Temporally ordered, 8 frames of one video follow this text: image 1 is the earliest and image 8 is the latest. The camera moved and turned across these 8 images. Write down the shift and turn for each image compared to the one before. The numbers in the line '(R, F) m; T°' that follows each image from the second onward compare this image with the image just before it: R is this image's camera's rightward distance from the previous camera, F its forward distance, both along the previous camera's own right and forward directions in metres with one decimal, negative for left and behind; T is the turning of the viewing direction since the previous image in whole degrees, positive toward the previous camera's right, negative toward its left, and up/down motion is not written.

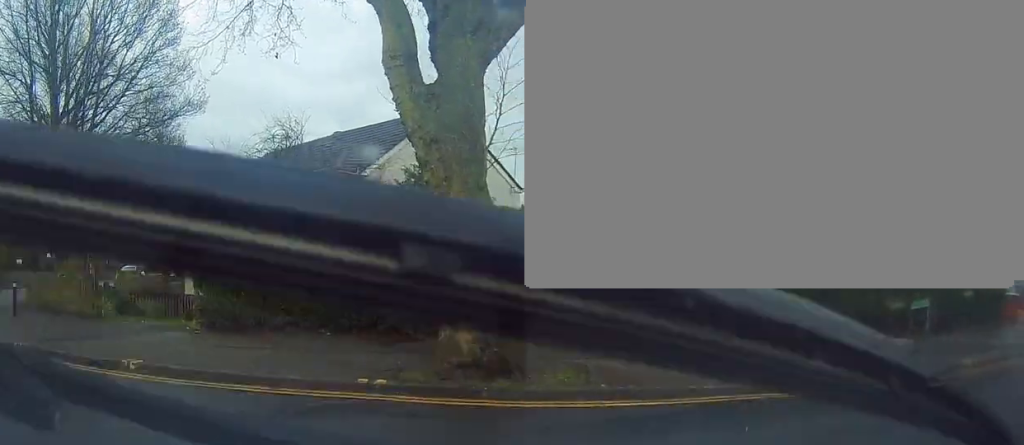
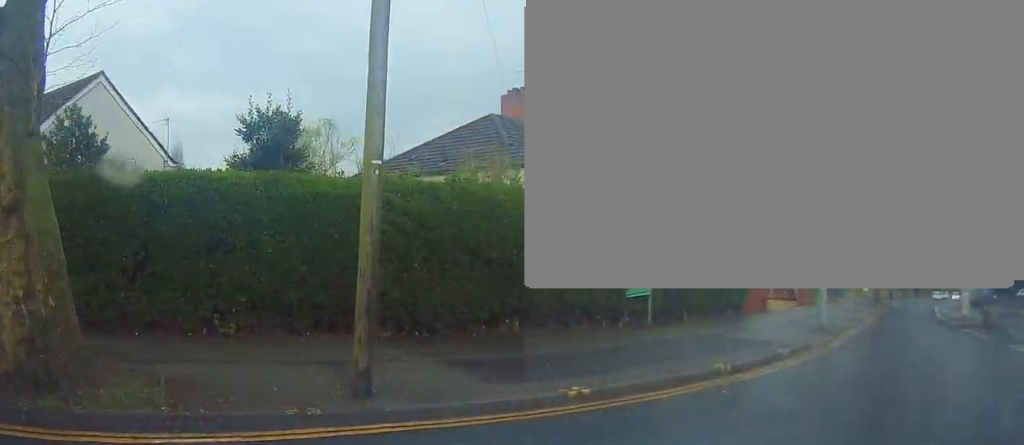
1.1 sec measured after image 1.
(+0.8, +2.6) m; +25°
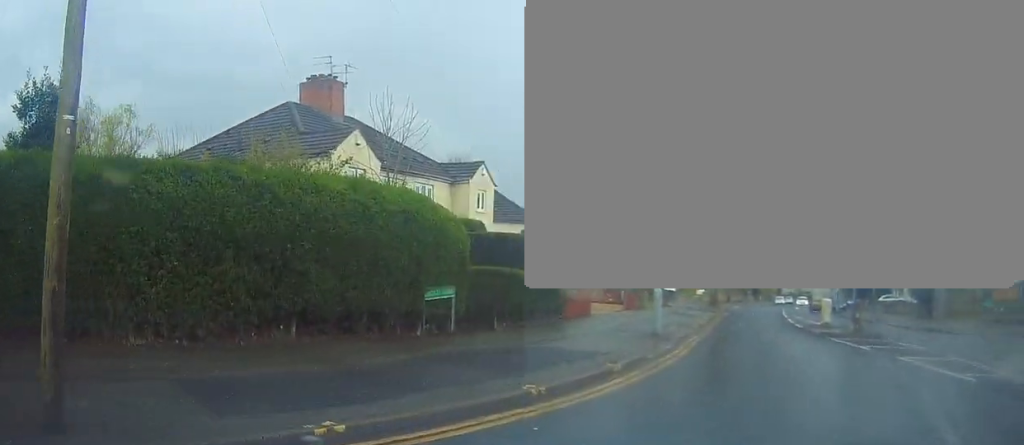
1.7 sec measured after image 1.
(+0.1, +1.9) m; +9°
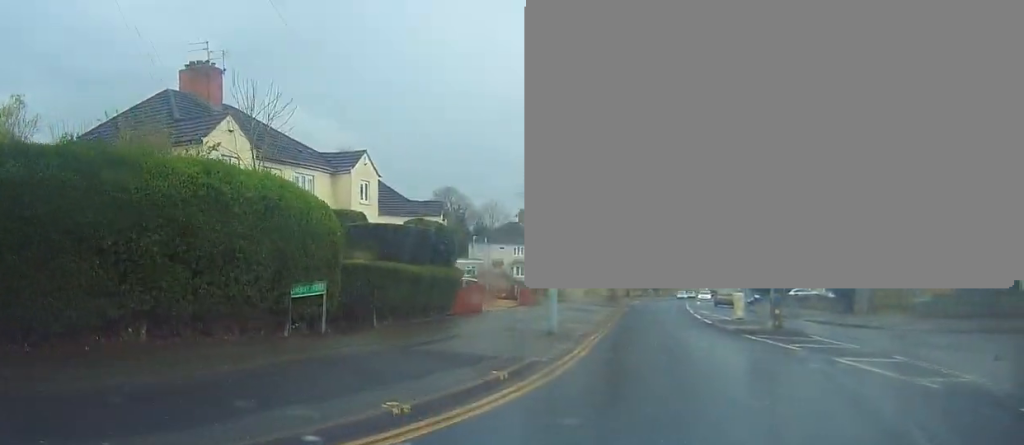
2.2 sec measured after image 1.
(+0.2, +1.3) m; +4°
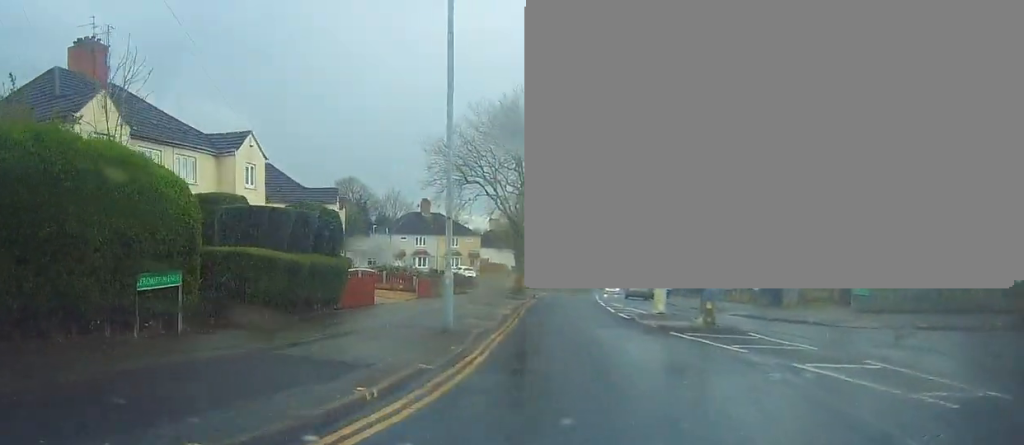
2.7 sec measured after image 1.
(+0.1, +1.7) m; +4°
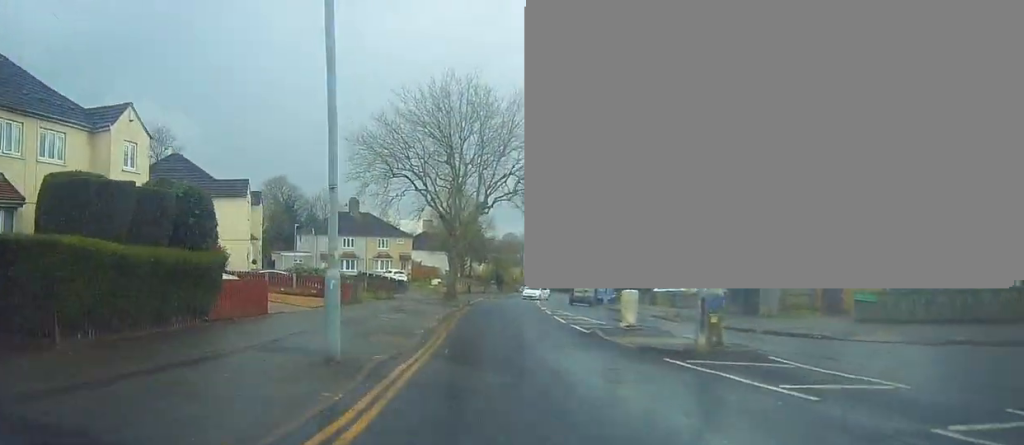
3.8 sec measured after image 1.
(+0.1, +4.4) m; +5°
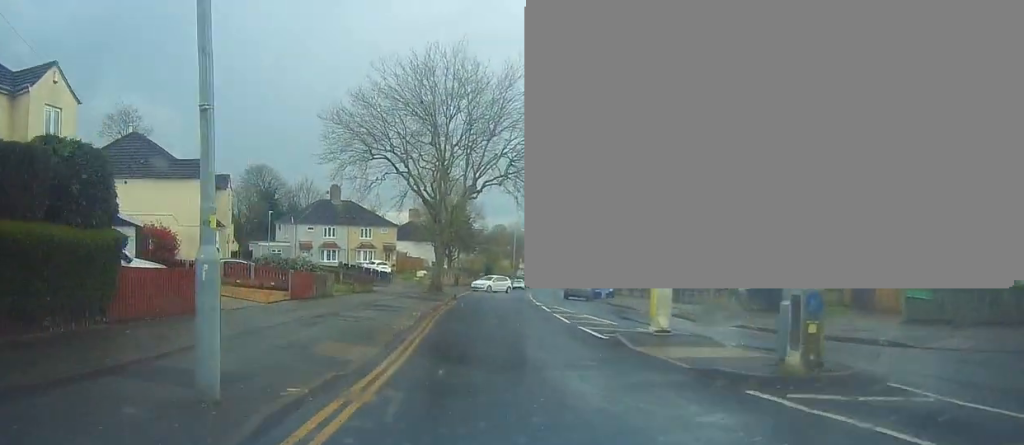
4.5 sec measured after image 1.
(+0.2, +3.9) m; +3°
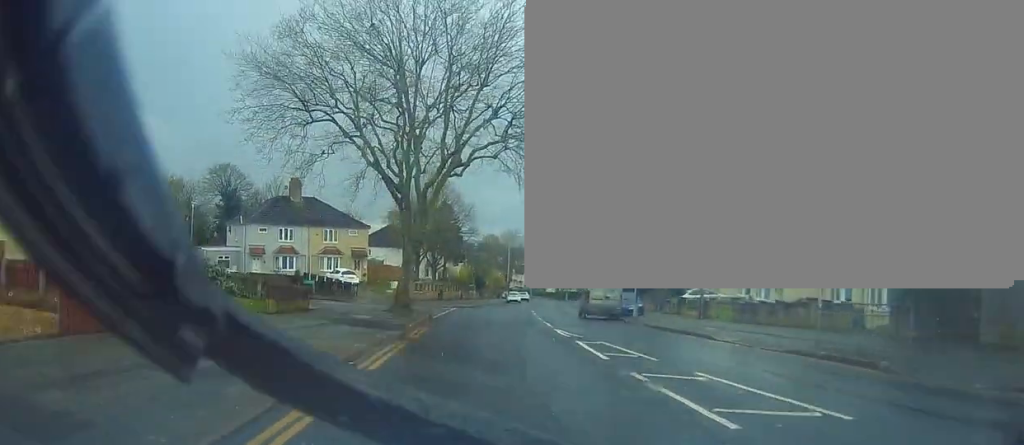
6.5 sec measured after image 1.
(-0.1, +12.7) m; +1°
